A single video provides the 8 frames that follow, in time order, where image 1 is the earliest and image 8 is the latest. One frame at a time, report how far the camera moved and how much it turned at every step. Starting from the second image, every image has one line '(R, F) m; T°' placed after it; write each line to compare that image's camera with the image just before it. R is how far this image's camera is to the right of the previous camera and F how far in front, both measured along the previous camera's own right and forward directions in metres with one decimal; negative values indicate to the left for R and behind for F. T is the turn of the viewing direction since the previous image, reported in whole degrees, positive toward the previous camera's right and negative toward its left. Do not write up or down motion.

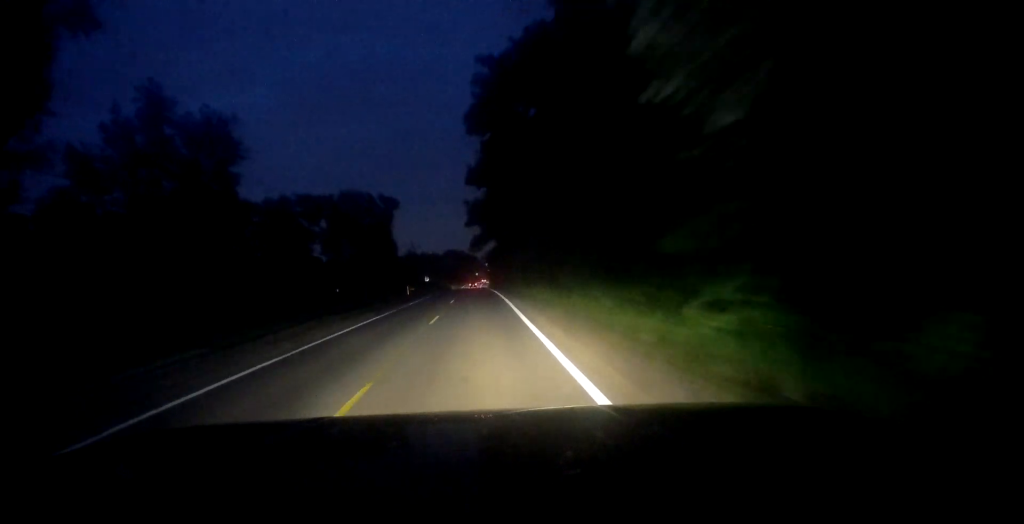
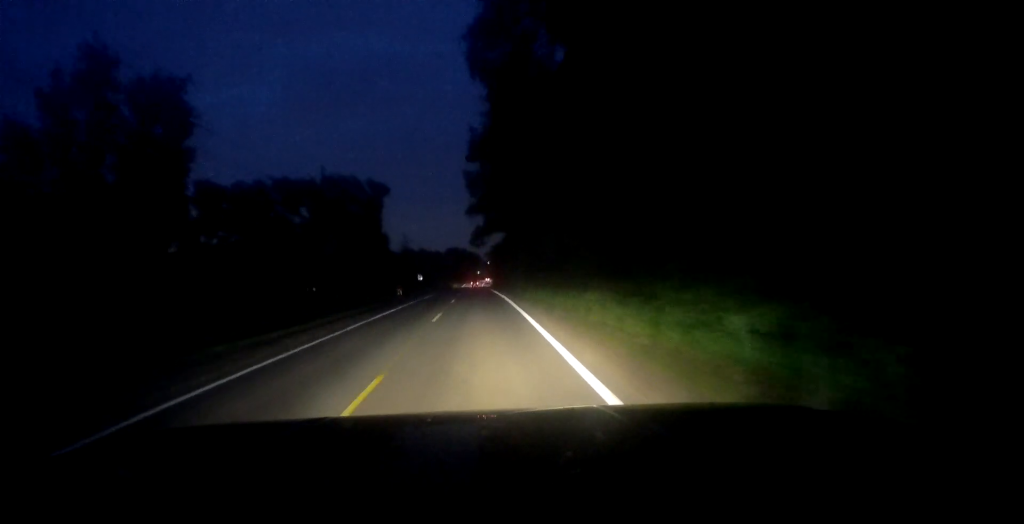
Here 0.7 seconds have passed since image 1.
(-0.1, +14.8) m; -1°
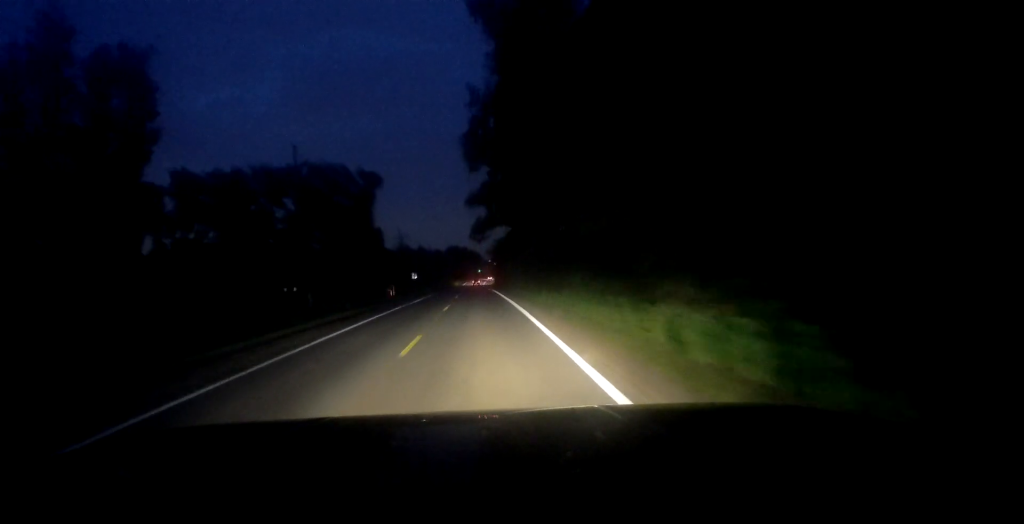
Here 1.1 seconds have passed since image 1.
(-0.1, +9.2) m; 0°
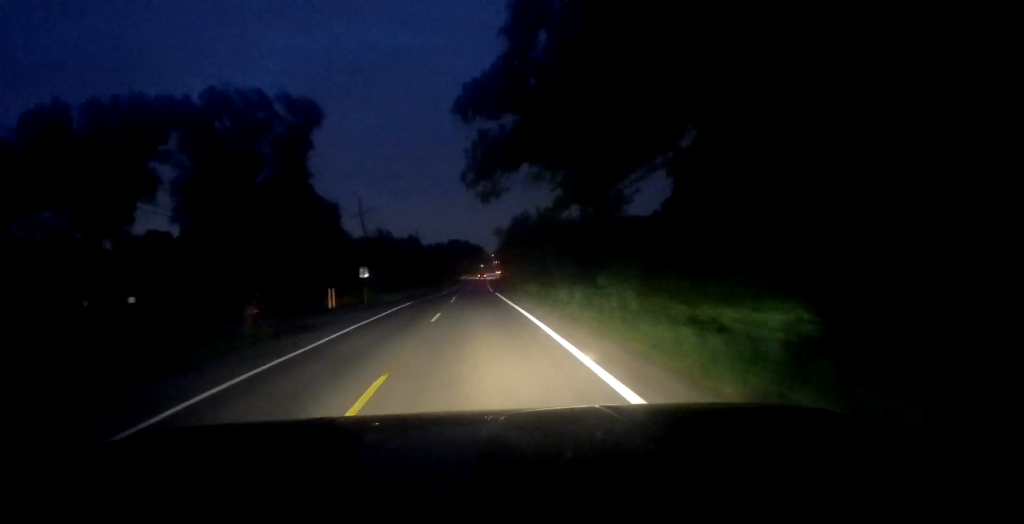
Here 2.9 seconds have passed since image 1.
(-0.1, +40.3) m; 0°
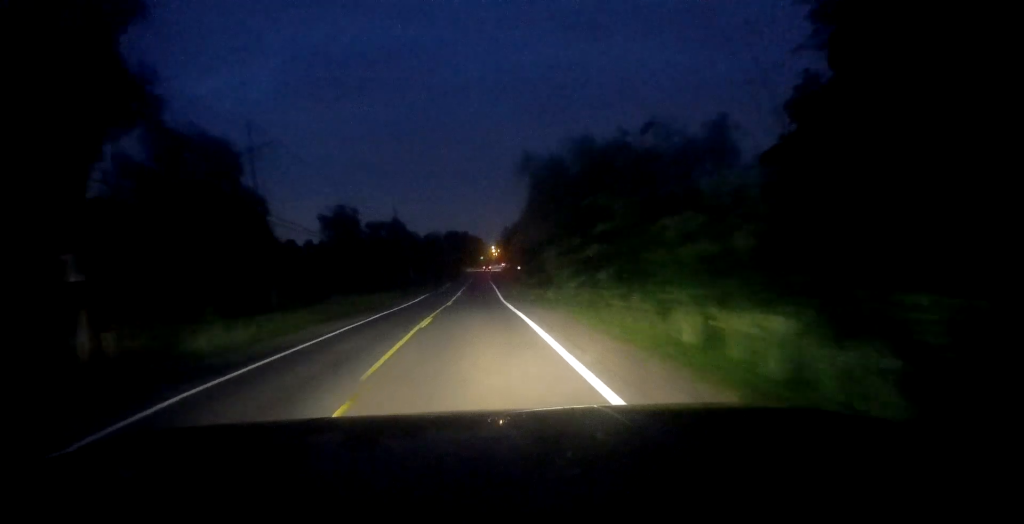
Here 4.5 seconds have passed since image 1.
(0.0, +34.5) m; 0°
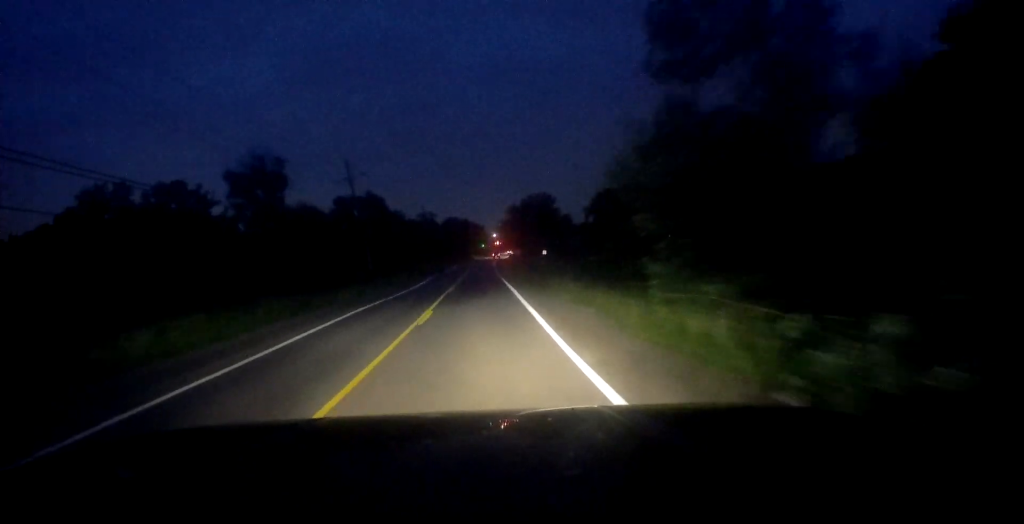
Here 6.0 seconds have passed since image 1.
(0.0, +33.5) m; 0°
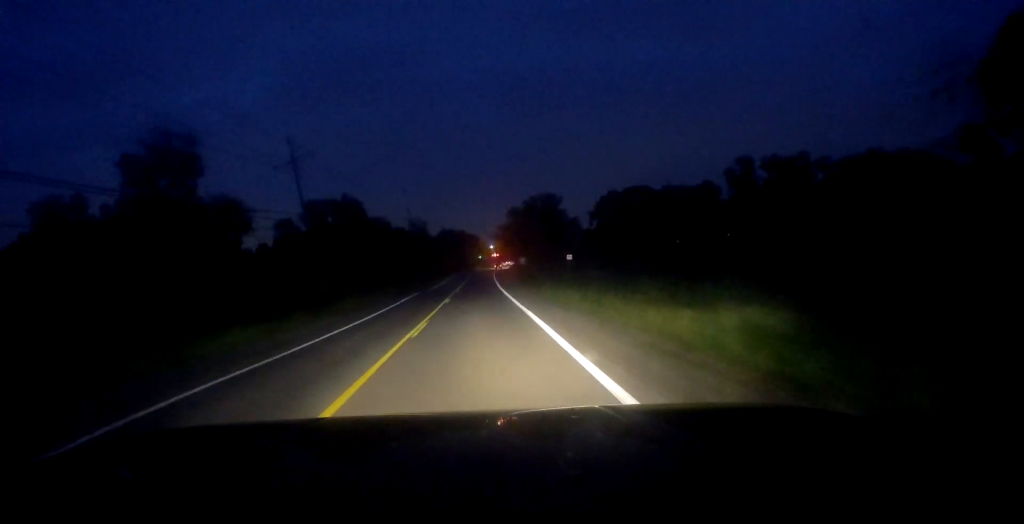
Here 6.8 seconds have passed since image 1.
(-0.1, +16.5) m; 0°
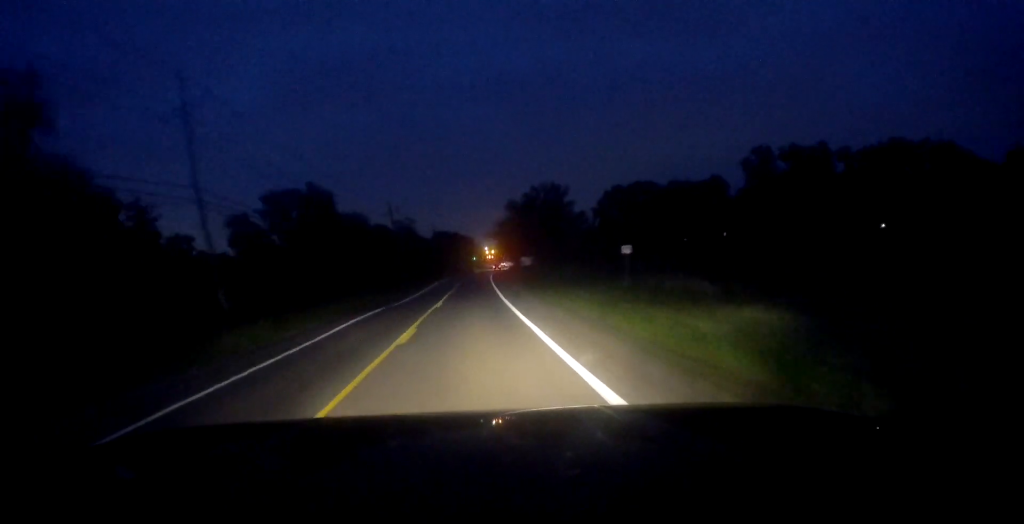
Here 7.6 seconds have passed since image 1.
(+0.1, +16.0) m; 0°
